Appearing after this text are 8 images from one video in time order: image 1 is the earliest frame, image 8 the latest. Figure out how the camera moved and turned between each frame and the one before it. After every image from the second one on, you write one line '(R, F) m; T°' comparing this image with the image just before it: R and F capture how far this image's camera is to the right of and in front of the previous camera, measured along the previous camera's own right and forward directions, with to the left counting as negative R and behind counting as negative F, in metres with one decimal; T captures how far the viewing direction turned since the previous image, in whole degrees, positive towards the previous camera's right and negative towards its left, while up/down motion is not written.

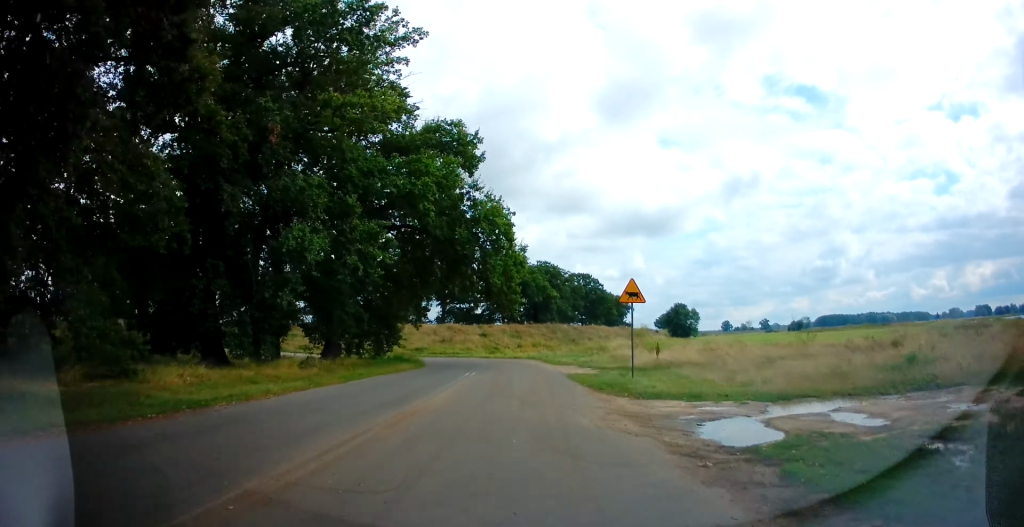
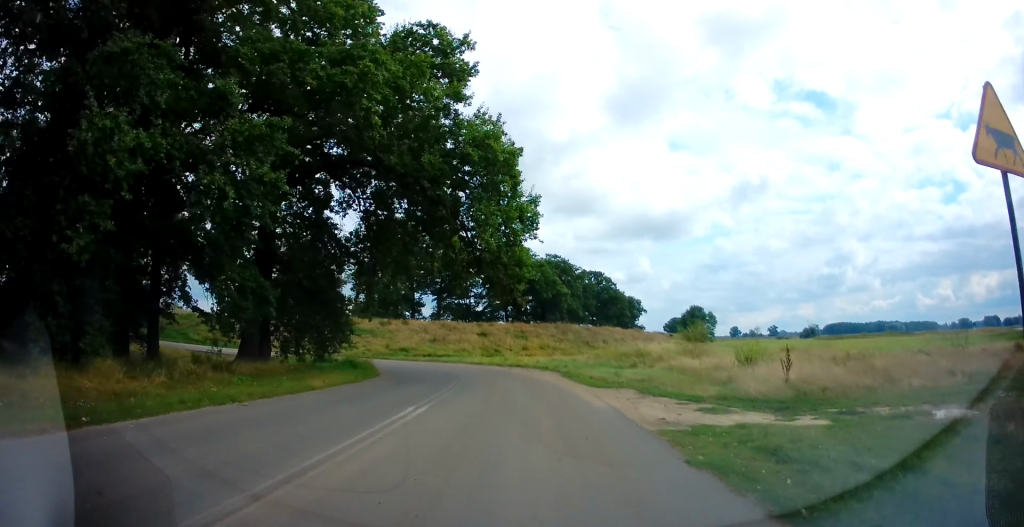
(+0.6, +13.6) m; +3°
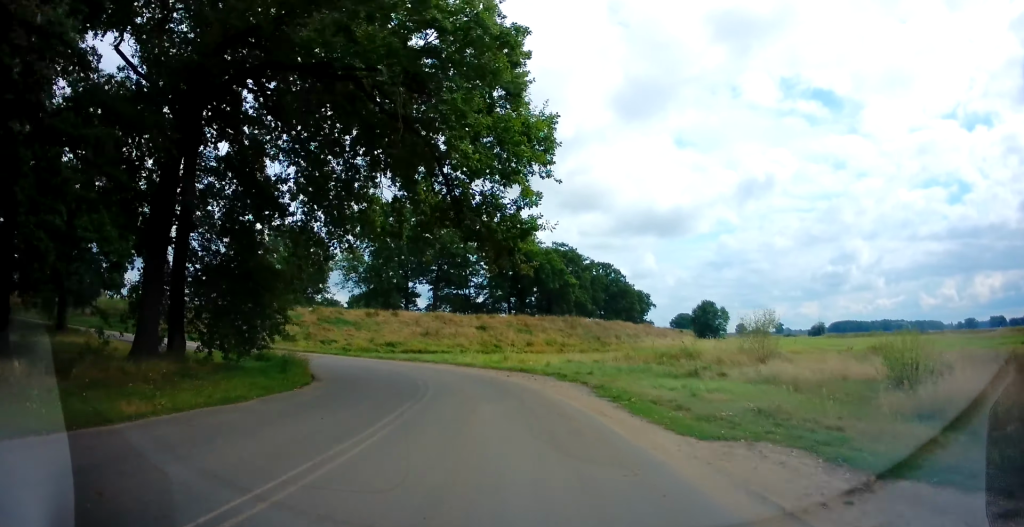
(0.0, +9.2) m; -1°
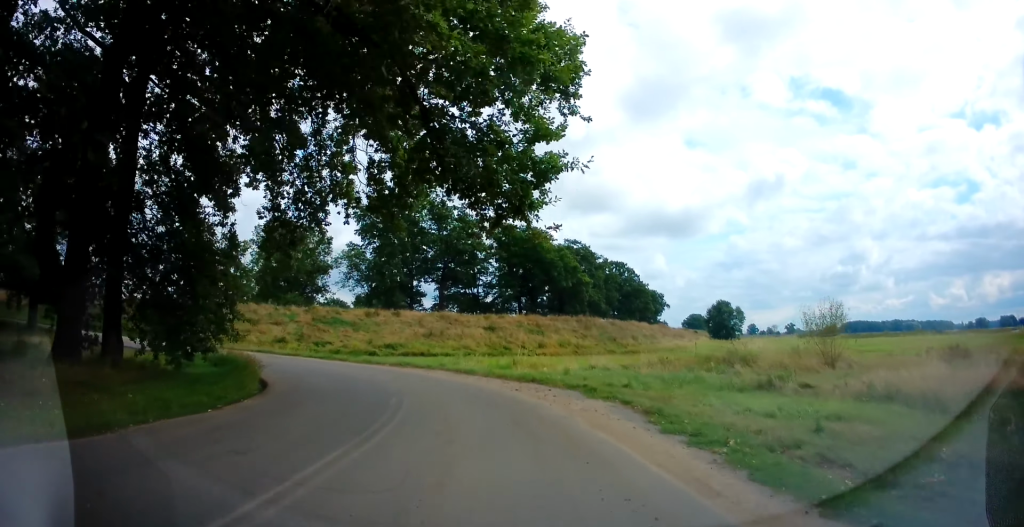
(+0.1, +5.0) m; -3°
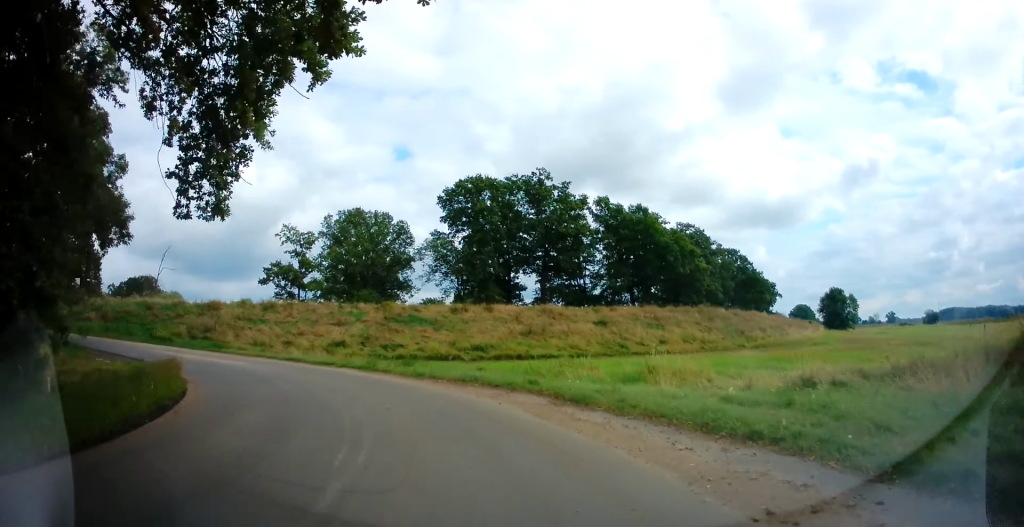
(-0.8, +10.9) m; -10°
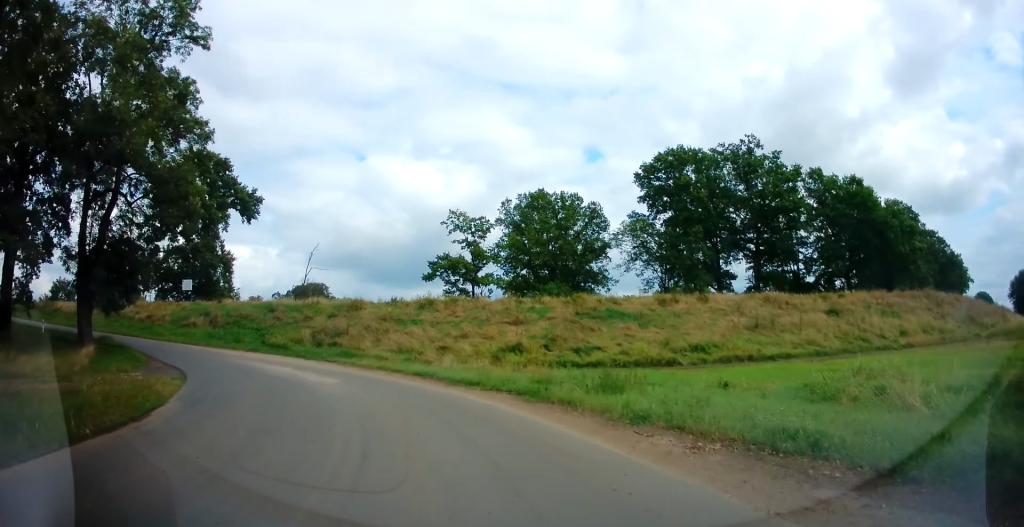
(-1.0, +11.1) m; -16°
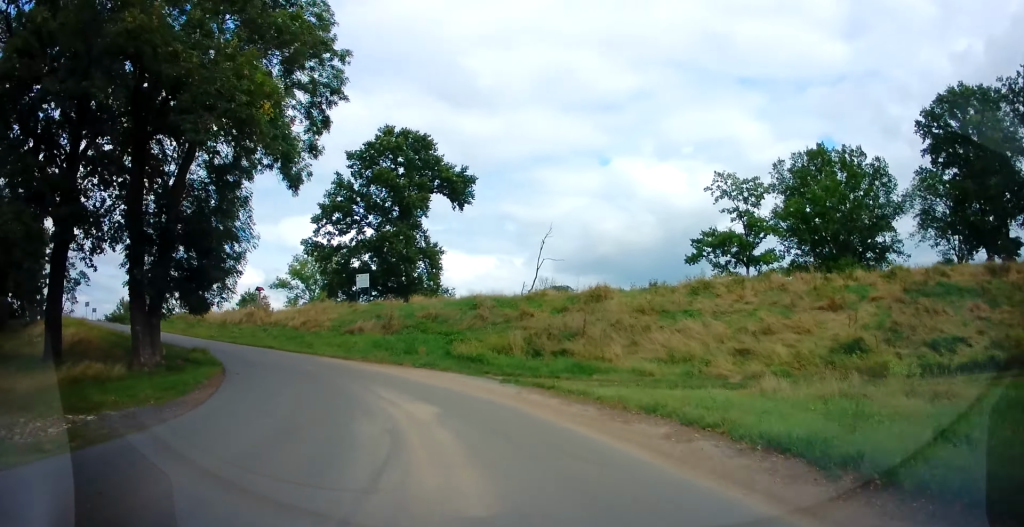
(-3.3, +13.2) m; -25°
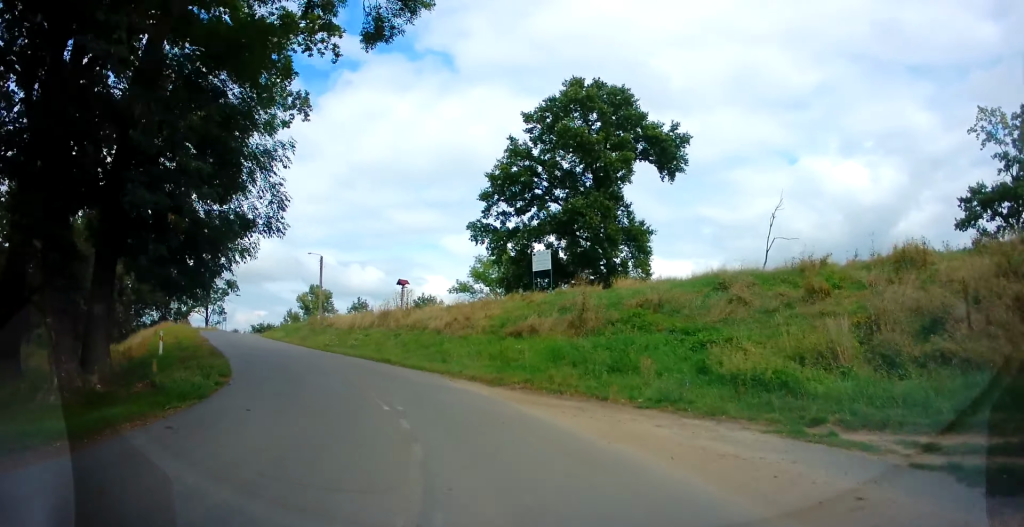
(-2.4, +12.3) m; -22°
